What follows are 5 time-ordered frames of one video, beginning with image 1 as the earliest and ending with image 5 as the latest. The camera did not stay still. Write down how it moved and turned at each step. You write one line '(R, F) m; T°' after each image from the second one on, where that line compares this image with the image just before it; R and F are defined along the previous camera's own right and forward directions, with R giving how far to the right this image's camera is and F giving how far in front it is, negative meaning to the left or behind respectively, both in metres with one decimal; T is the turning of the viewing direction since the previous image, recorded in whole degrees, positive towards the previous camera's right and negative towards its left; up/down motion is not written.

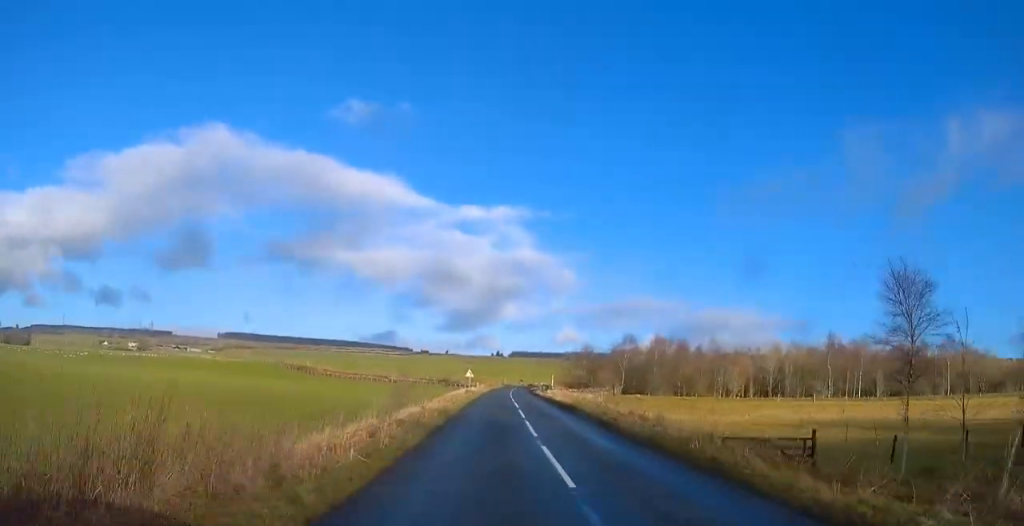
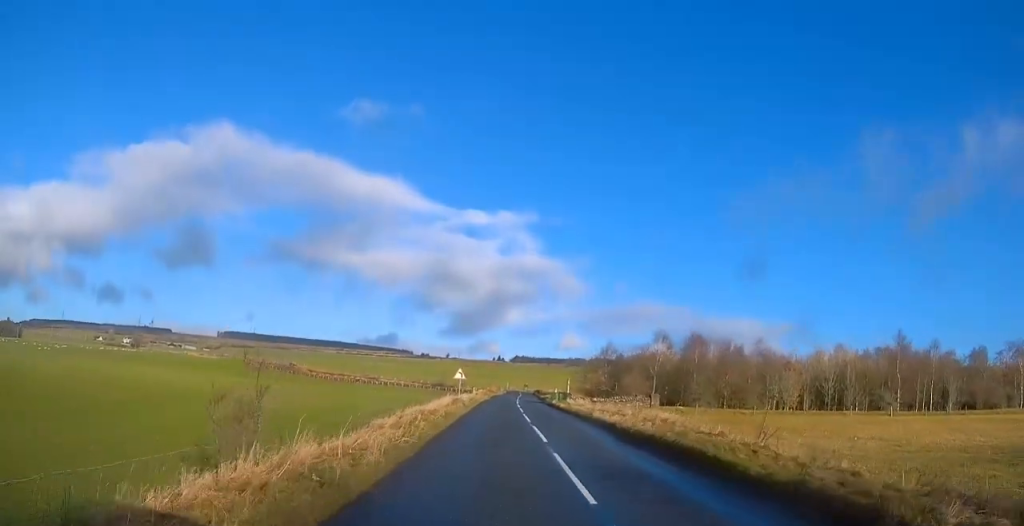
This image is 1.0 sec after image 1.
(-0.1, +19.2) m; 0°
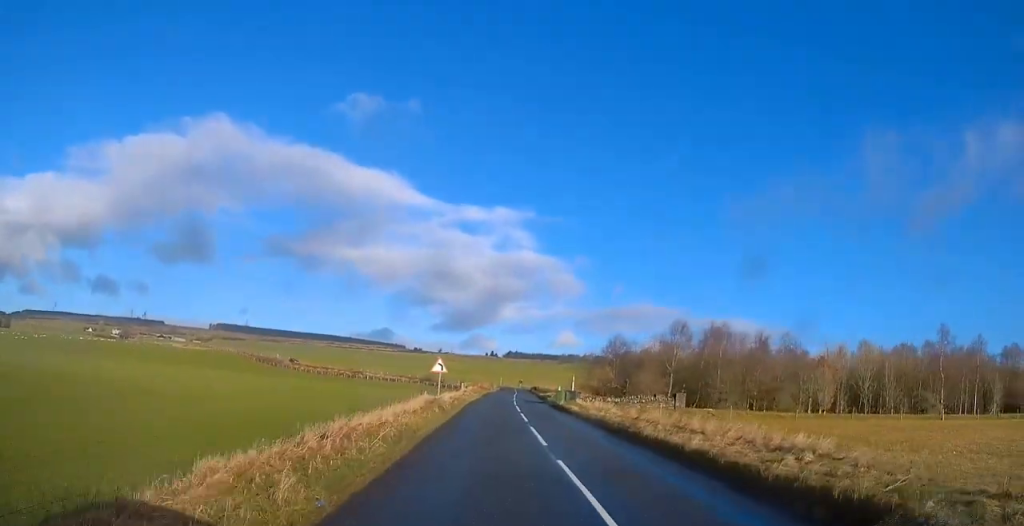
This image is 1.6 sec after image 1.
(0.0, +11.2) m; 0°
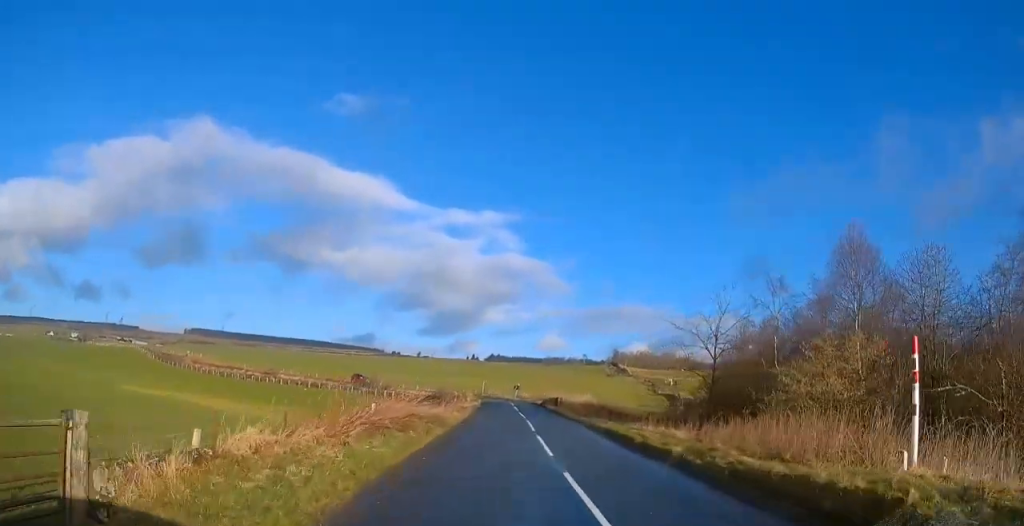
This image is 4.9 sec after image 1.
(+0.6, +55.9) m; +2°
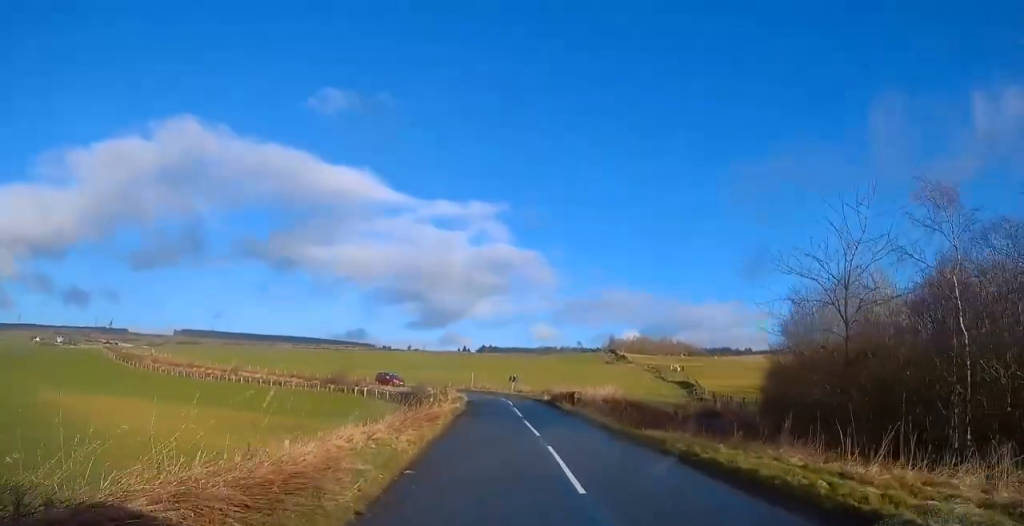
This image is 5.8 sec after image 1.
(+0.1, +14.4) m; 0°
